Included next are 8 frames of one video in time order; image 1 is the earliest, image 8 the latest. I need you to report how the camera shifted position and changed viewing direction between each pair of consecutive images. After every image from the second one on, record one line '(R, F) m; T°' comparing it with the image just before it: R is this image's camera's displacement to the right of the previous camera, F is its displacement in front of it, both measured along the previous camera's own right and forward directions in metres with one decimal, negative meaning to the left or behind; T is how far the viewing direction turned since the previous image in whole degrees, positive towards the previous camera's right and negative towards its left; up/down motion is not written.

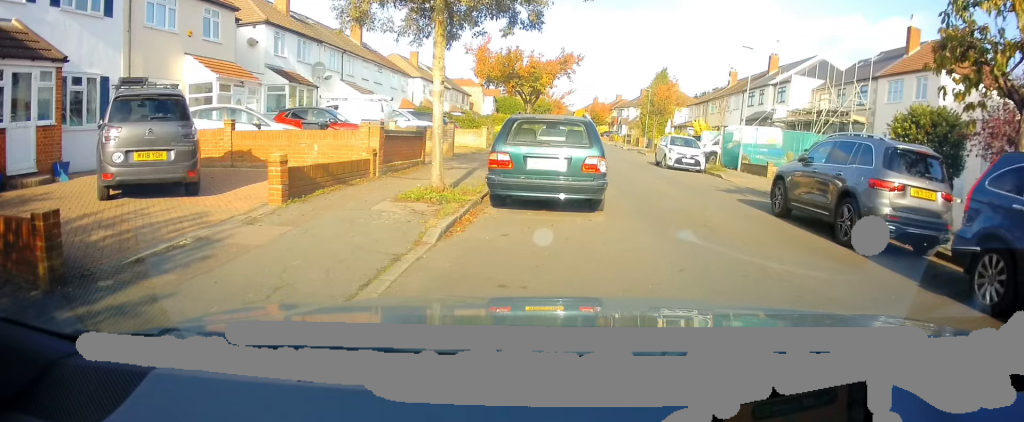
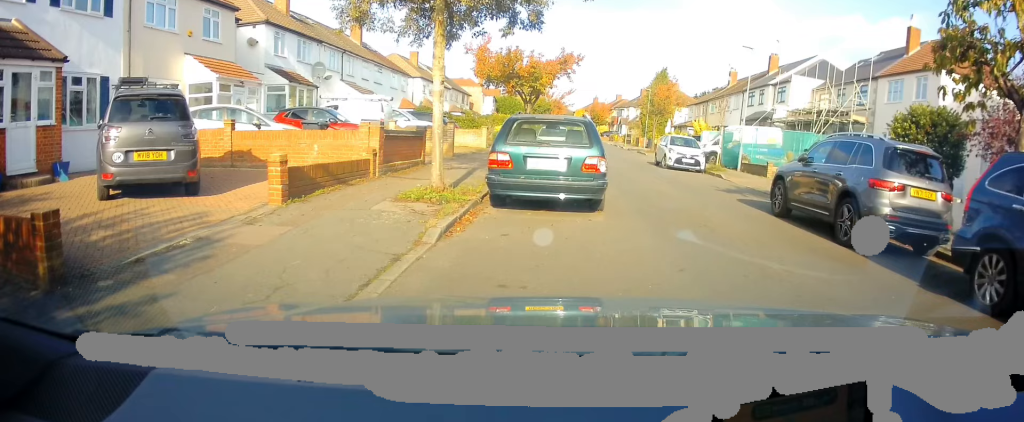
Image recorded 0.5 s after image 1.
(0.0, 0.0) m; 0°
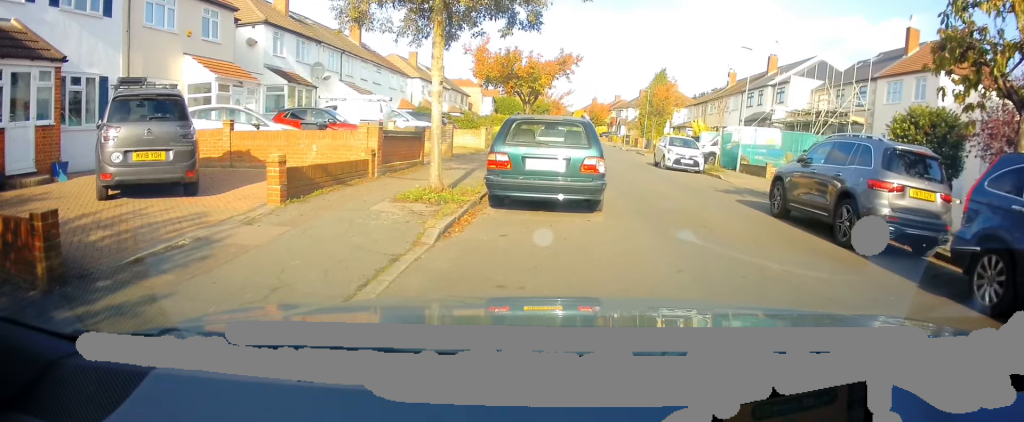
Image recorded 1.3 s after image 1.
(0.0, 0.0) m; 0°
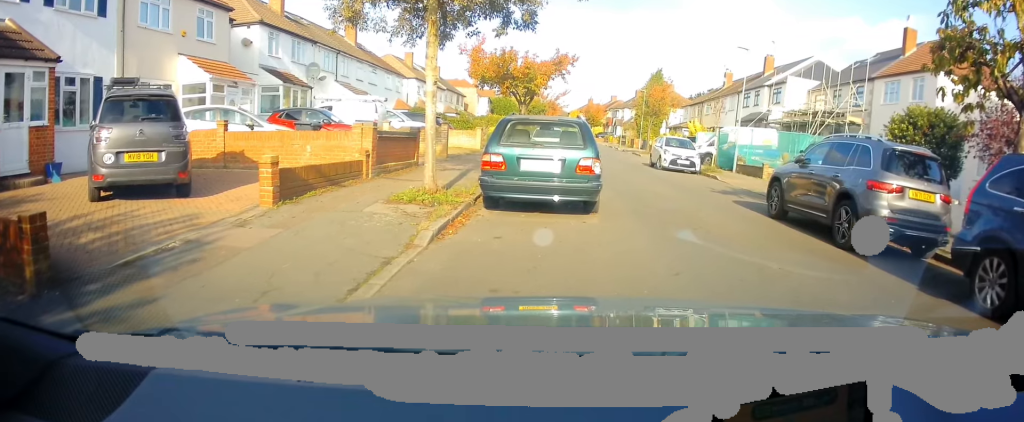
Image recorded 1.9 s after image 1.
(0.0, 0.0) m; 0°
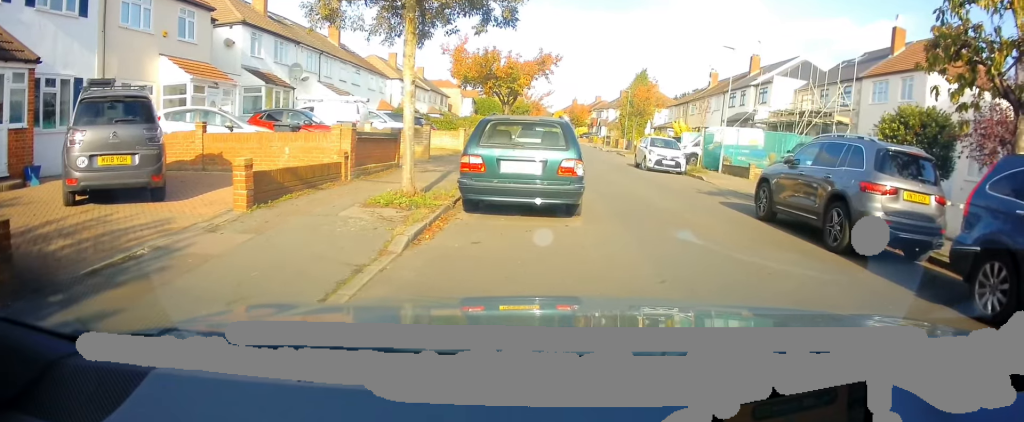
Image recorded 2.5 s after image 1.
(+0.1, +0.1) m; 0°
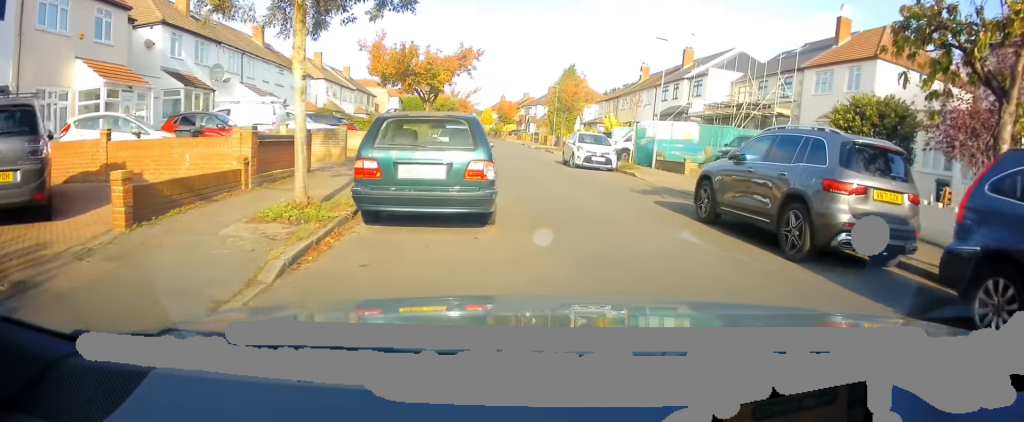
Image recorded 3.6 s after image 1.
(+0.2, +0.6) m; 0°
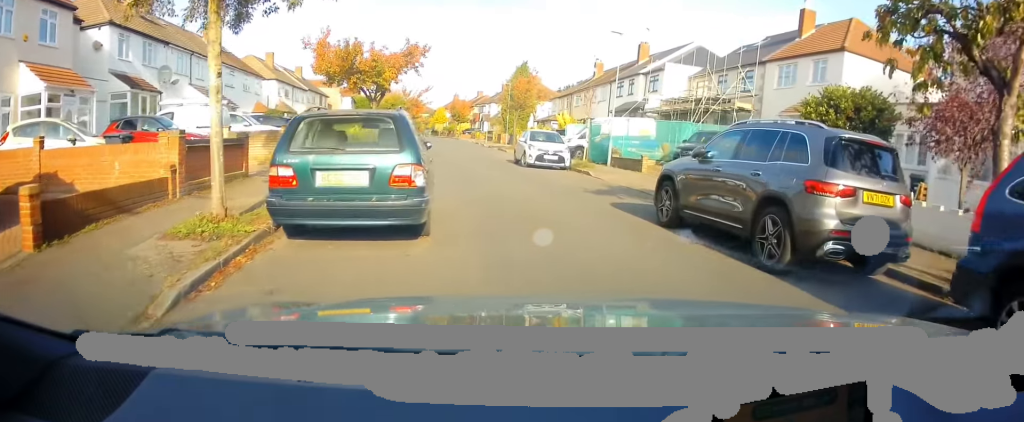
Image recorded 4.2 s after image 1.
(+0.1, +0.6) m; 0°
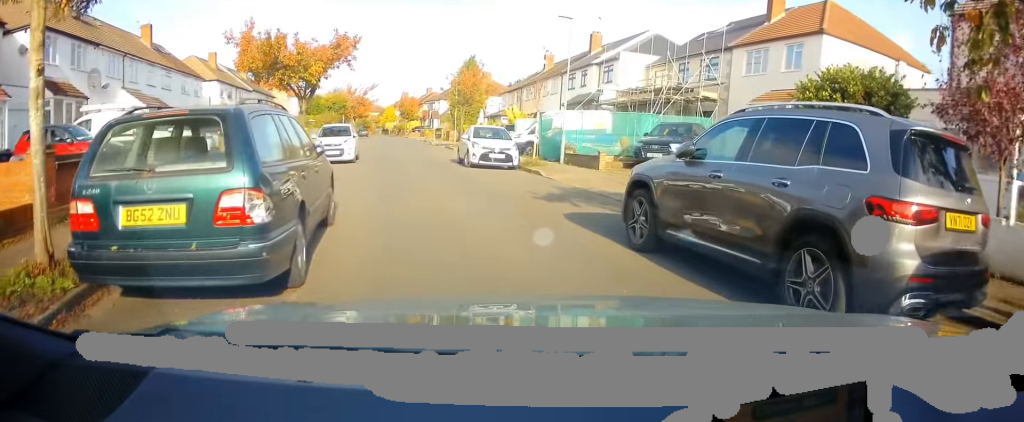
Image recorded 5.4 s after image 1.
(+0.1, +2.1) m; +1°
